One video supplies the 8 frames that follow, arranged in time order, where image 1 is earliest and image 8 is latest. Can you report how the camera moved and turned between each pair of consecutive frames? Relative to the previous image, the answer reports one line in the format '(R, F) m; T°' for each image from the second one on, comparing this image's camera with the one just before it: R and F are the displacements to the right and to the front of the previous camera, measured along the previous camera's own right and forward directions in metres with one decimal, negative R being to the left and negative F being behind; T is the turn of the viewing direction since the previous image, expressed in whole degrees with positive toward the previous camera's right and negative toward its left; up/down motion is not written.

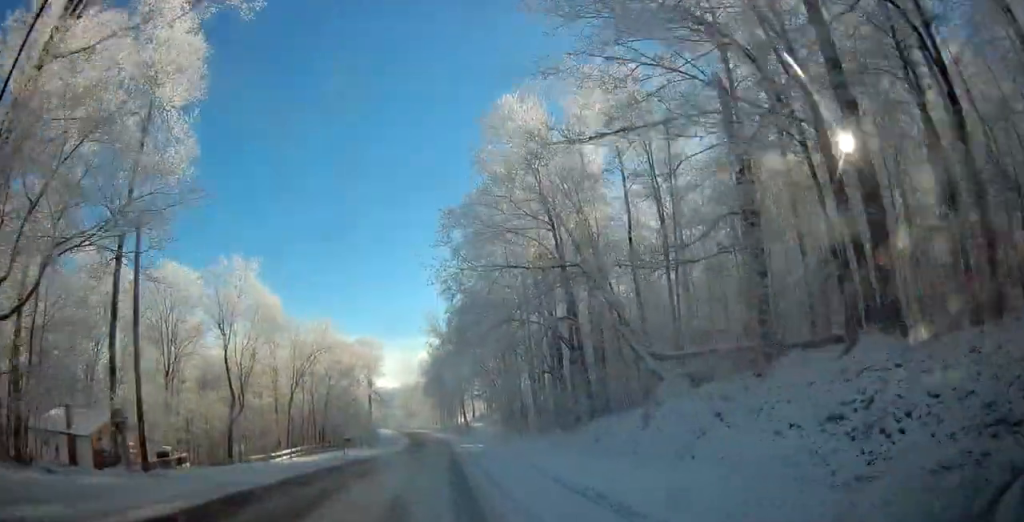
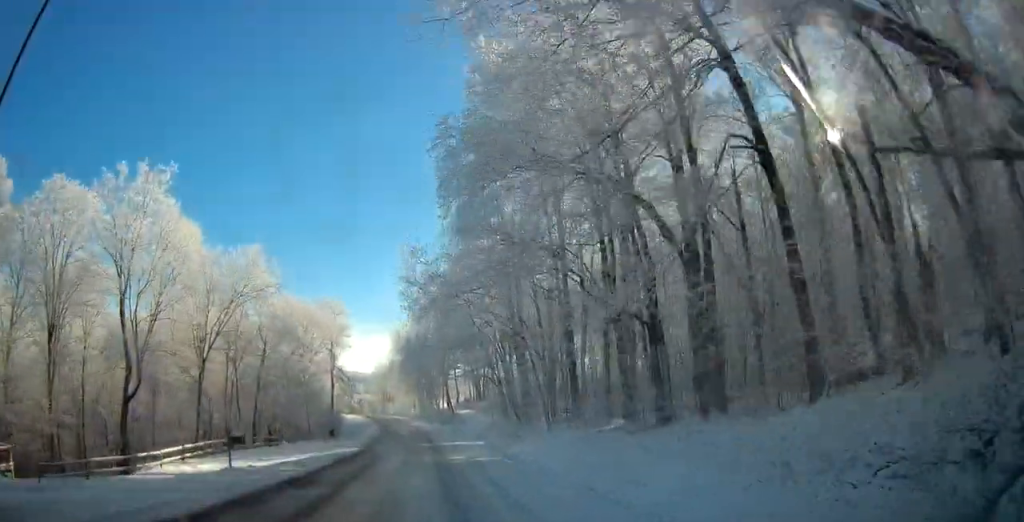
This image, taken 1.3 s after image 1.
(+0.7, +21.0) m; +3°
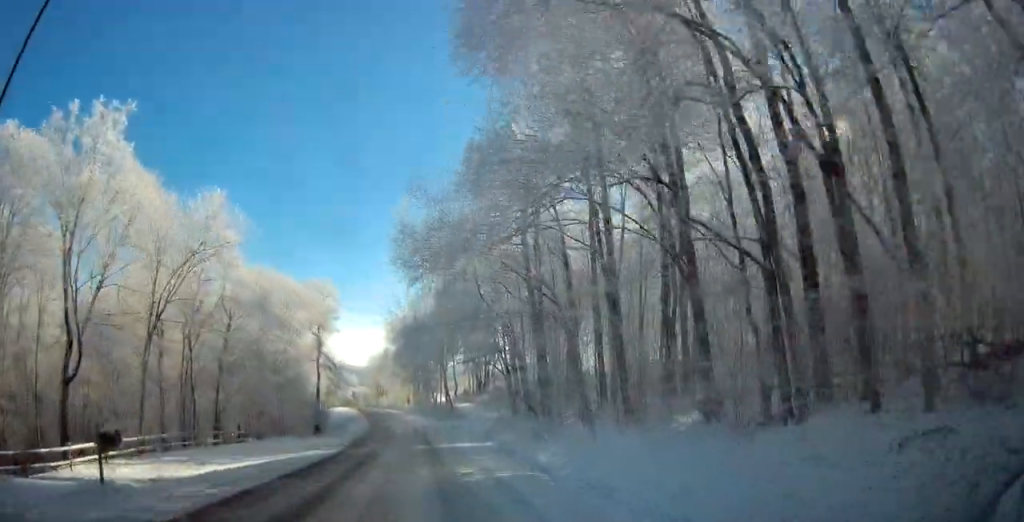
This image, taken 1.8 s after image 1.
(0.0, +8.9) m; +1°
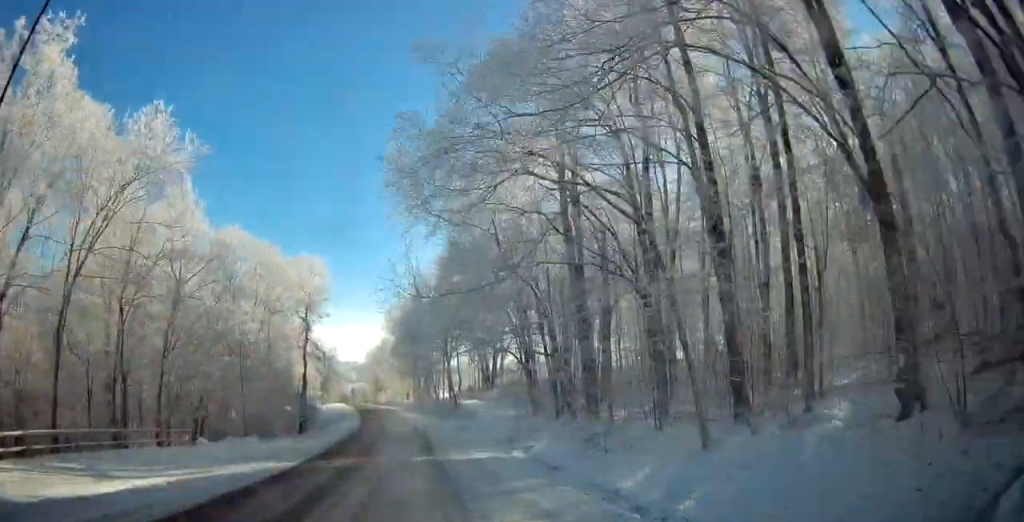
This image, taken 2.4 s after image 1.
(+0.3, +10.0) m; 0°
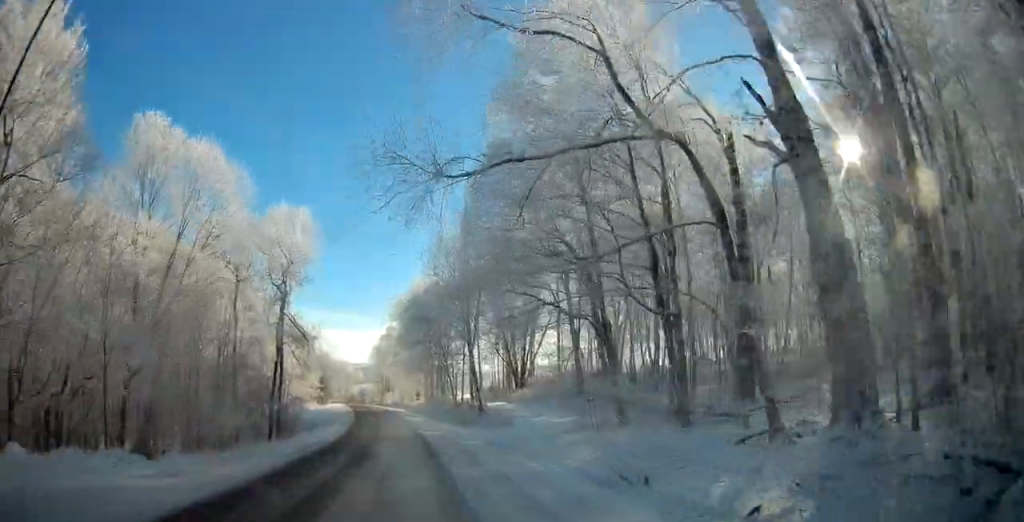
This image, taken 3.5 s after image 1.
(-0.2, +18.1) m; 0°
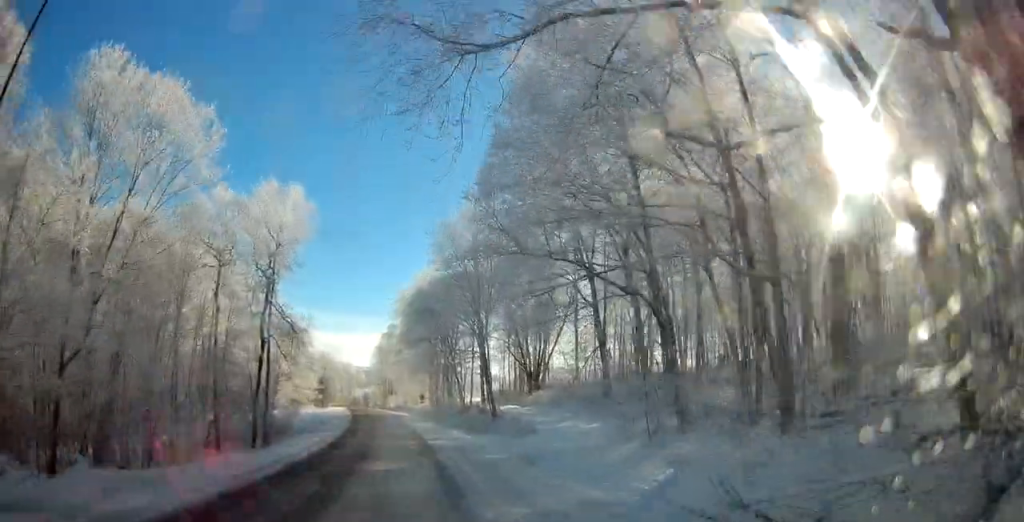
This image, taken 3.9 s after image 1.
(+0.1, +6.5) m; 0°
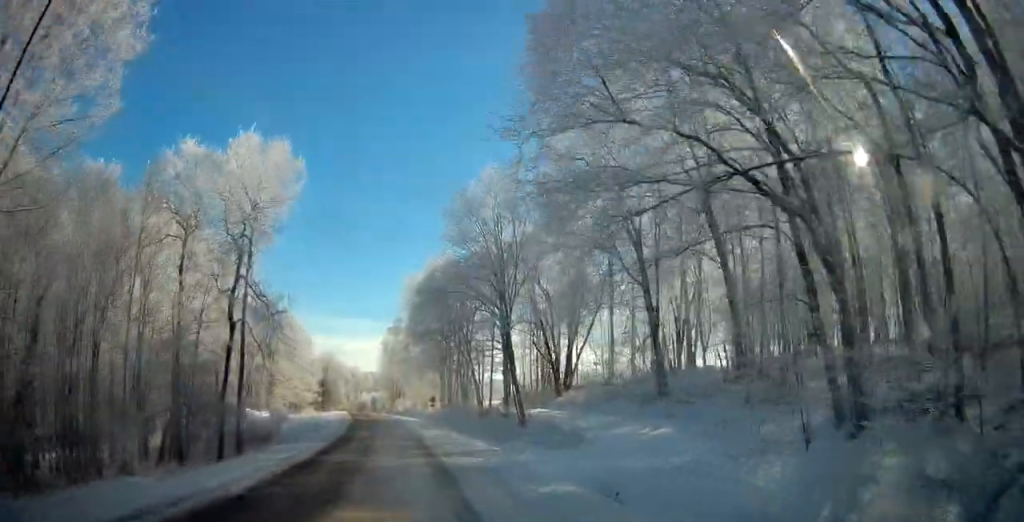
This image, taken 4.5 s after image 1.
(+0.4, +9.7) m; -1°
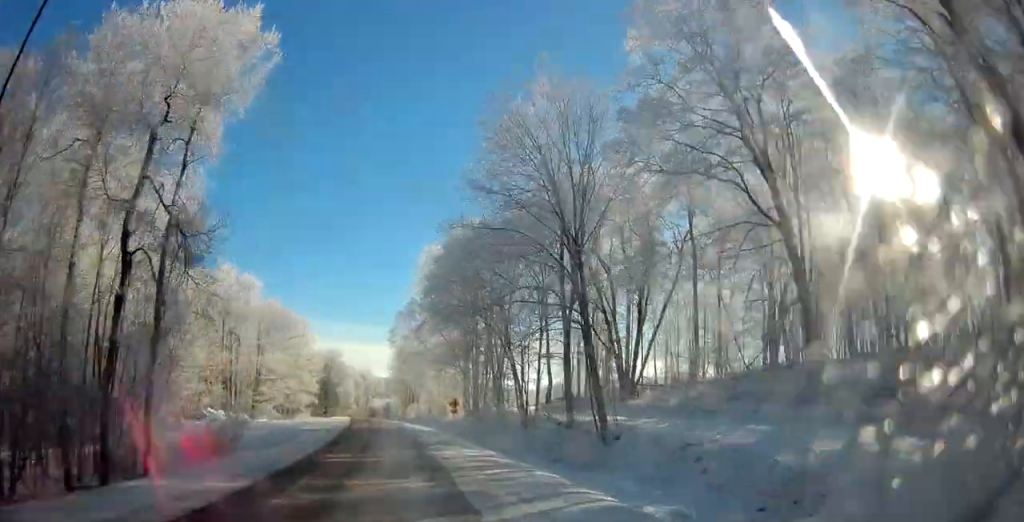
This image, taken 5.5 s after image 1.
(-0.7, +15.4) m; -2°
